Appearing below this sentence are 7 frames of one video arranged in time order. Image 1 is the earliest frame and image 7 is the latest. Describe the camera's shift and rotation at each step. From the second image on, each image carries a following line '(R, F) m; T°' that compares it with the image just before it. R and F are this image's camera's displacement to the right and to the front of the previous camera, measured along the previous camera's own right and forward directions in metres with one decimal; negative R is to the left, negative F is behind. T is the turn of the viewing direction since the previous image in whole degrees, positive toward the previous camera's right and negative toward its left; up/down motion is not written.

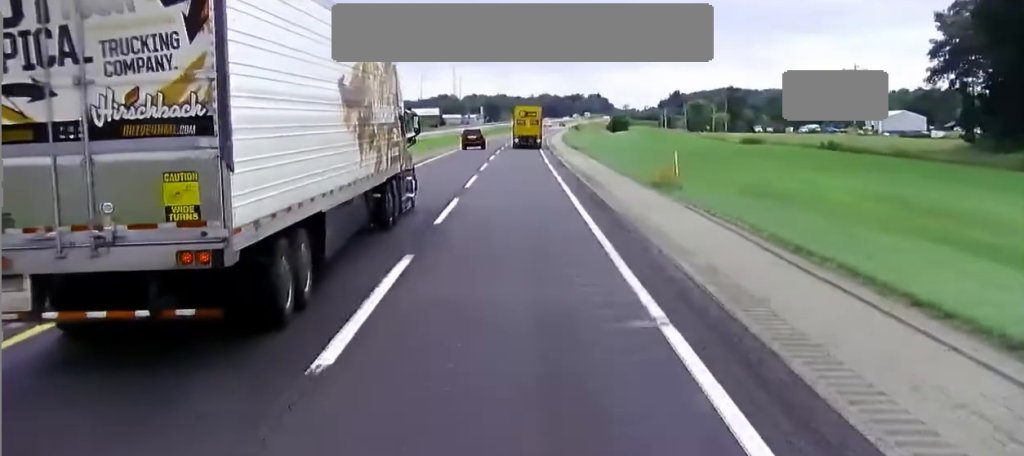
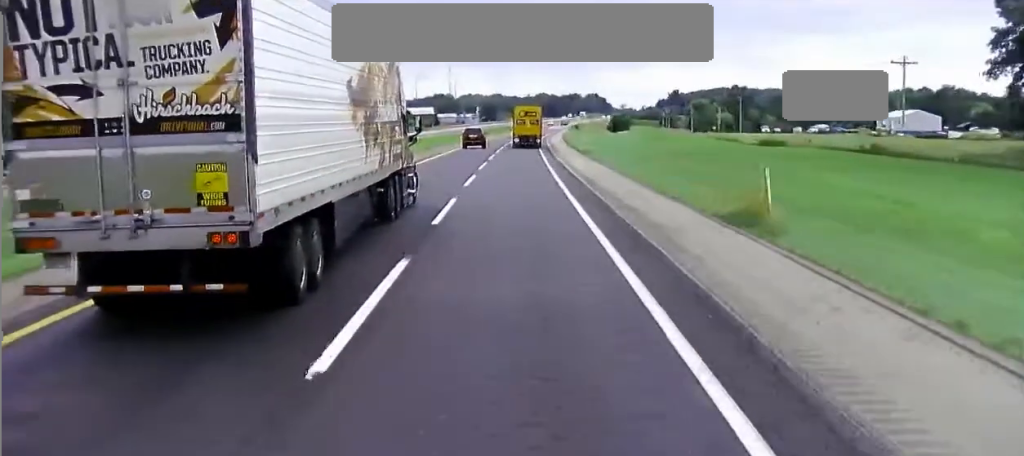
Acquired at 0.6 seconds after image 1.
(+0.1, +15.7) m; 0°
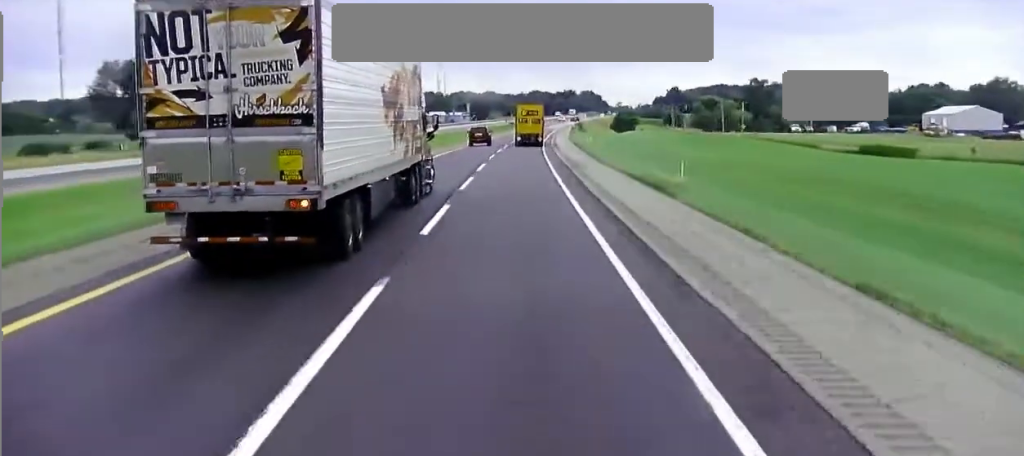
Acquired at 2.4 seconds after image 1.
(+0.1, +45.5) m; 0°
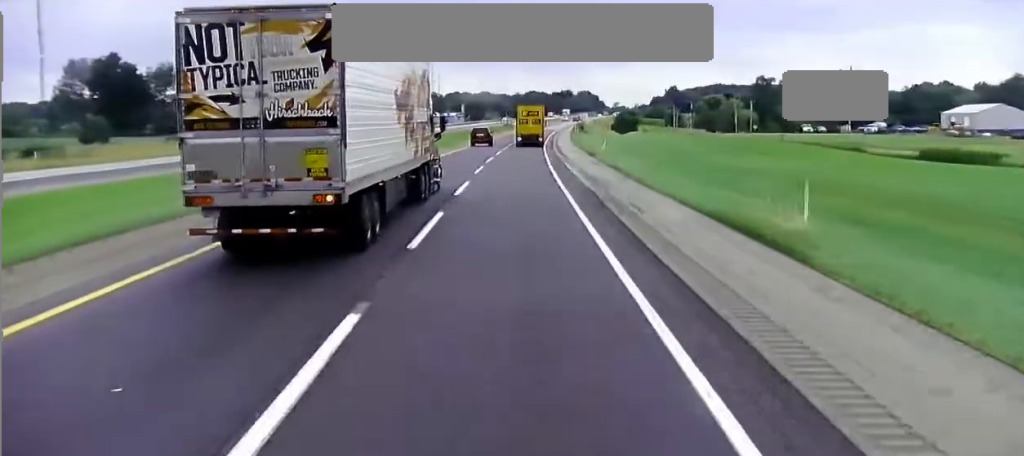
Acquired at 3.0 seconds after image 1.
(0.0, +15.5) m; 0°
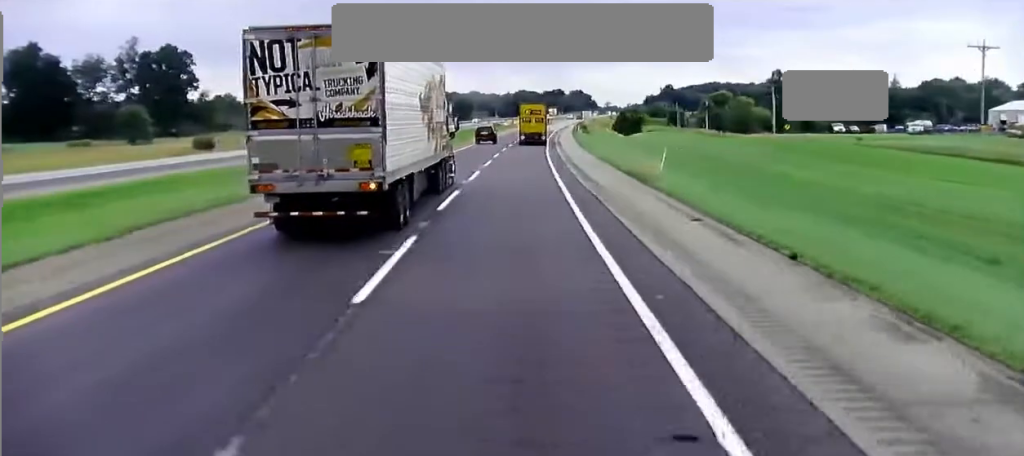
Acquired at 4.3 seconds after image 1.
(+0.4, +34.0) m; +1°
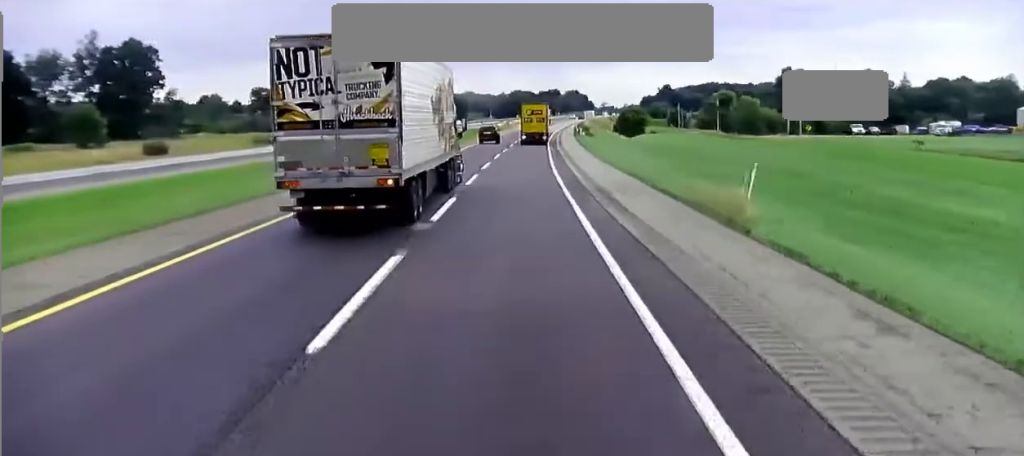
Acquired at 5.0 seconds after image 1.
(+0.1, +18.8) m; 0°
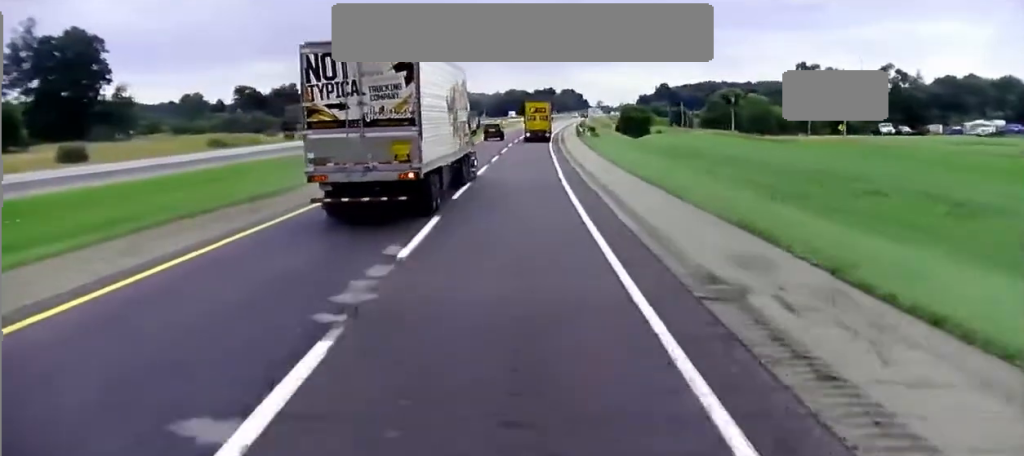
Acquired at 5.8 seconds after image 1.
(0.0, +23.5) m; 0°
